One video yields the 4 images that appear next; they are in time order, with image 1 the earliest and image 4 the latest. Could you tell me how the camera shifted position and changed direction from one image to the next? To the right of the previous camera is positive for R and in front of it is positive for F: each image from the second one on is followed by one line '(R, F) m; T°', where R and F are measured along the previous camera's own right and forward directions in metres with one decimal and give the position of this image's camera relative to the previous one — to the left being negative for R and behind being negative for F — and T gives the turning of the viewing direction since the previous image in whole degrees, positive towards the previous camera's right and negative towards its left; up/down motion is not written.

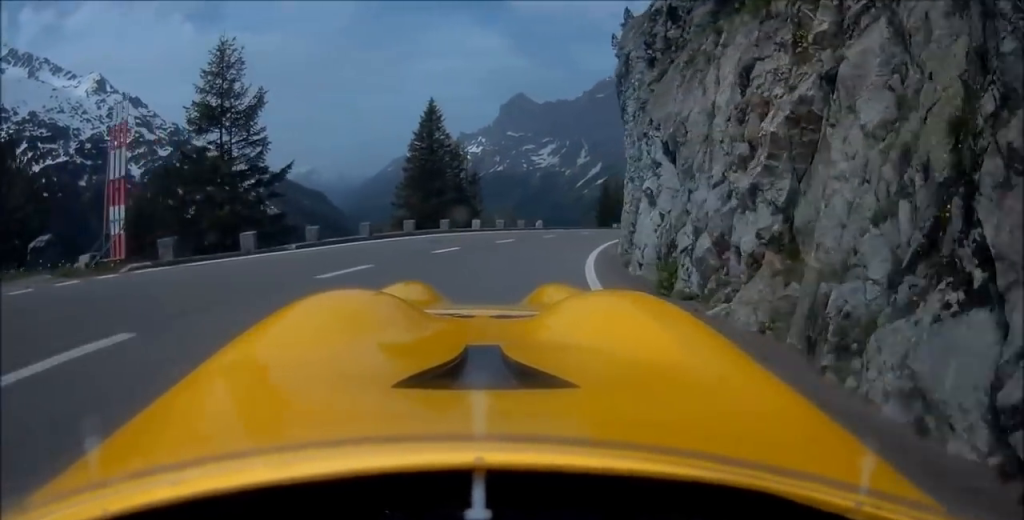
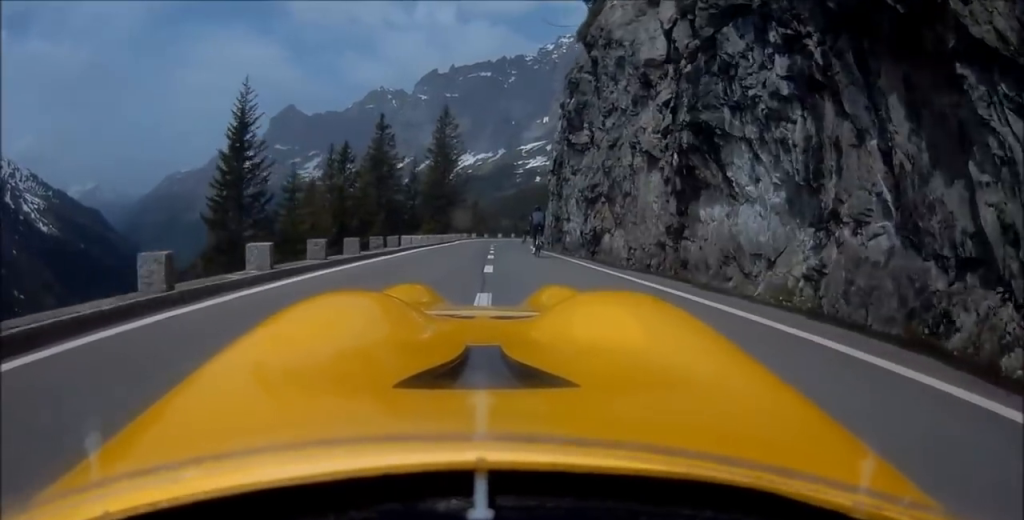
(+4.4, +80.8) m; +9°
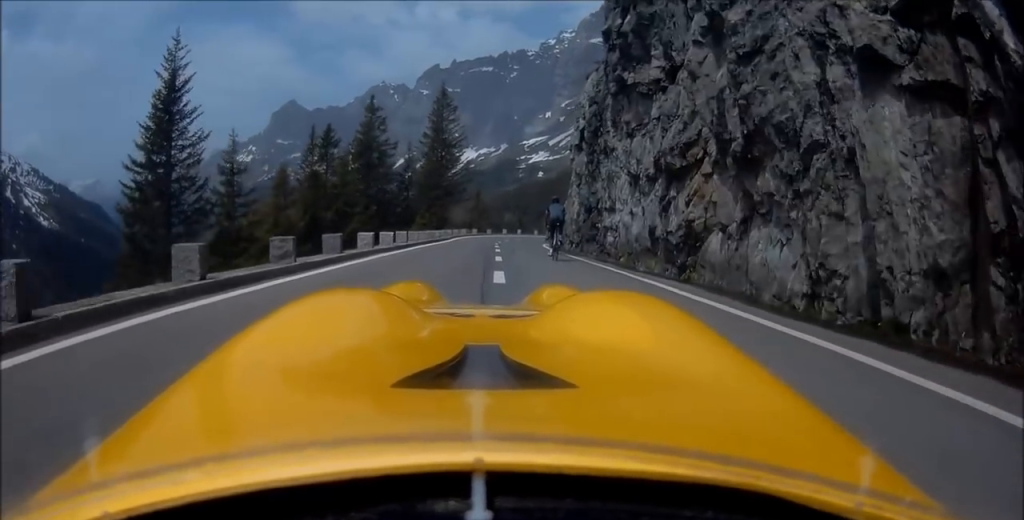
(-0.1, +9.0) m; 0°
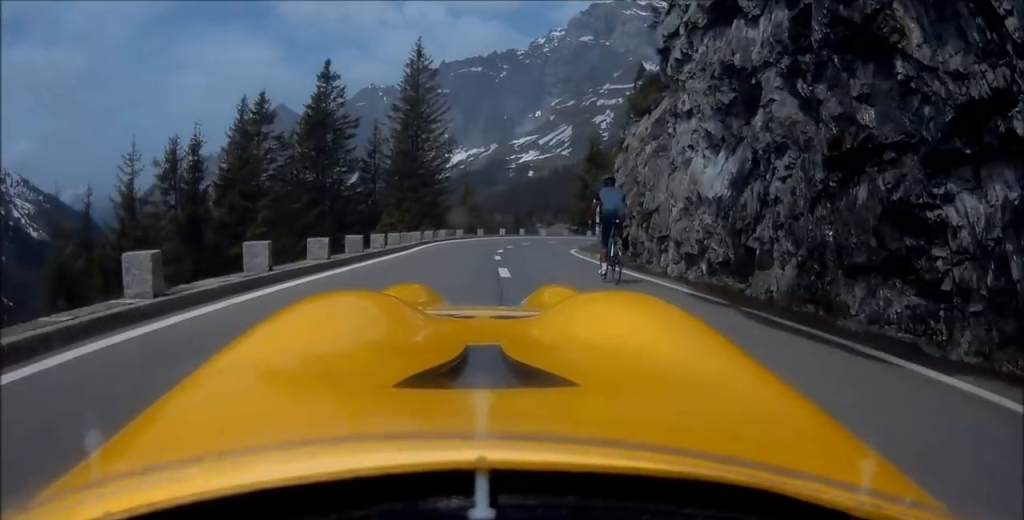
(+0.2, +17.6) m; +2°
